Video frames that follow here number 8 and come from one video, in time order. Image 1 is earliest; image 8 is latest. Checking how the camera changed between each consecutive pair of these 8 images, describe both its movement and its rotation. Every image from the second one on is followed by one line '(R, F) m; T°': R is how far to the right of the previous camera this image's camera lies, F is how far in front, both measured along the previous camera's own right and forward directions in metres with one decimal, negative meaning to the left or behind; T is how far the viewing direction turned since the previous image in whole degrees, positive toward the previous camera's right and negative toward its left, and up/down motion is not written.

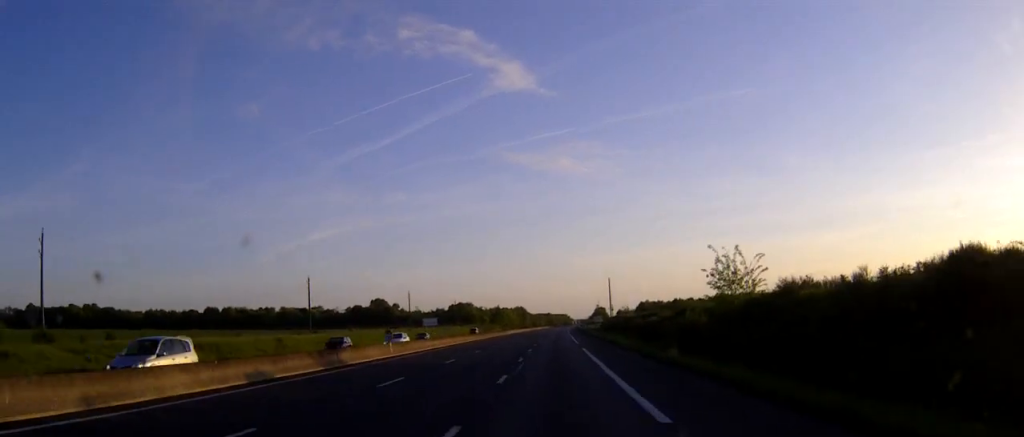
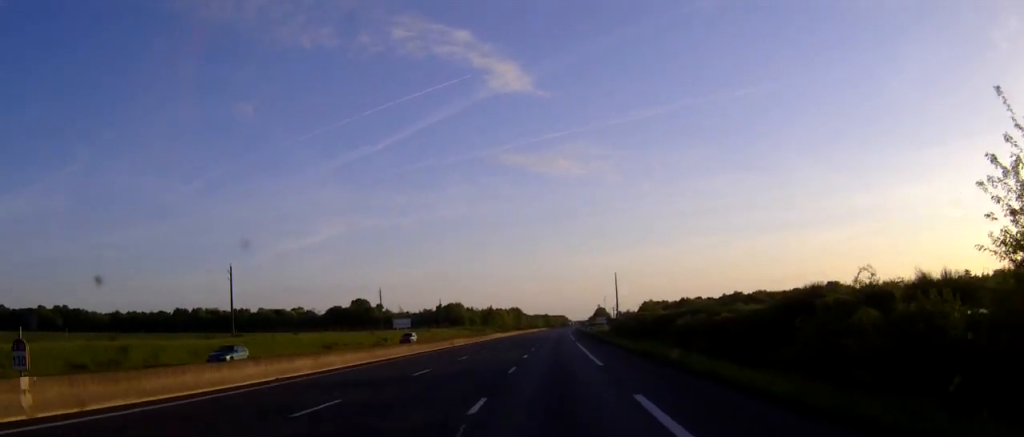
(+0.1, +34.0) m; 0°
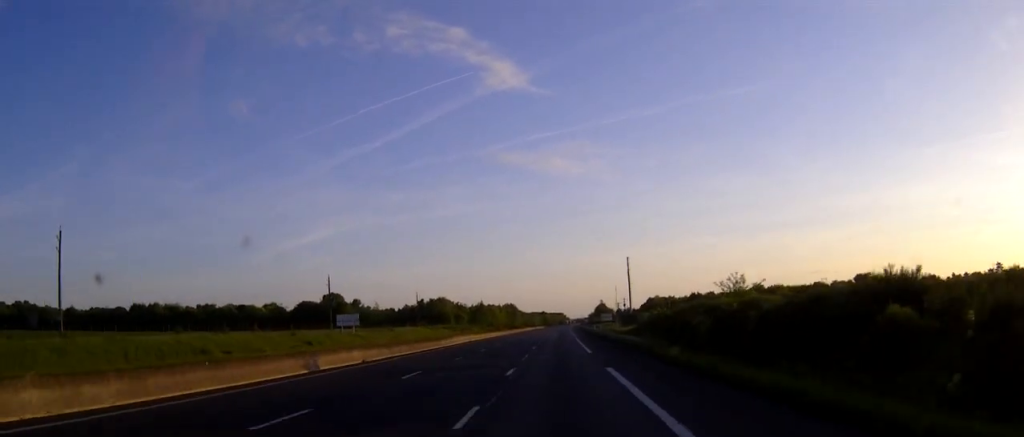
(+0.1, +41.4) m; 0°
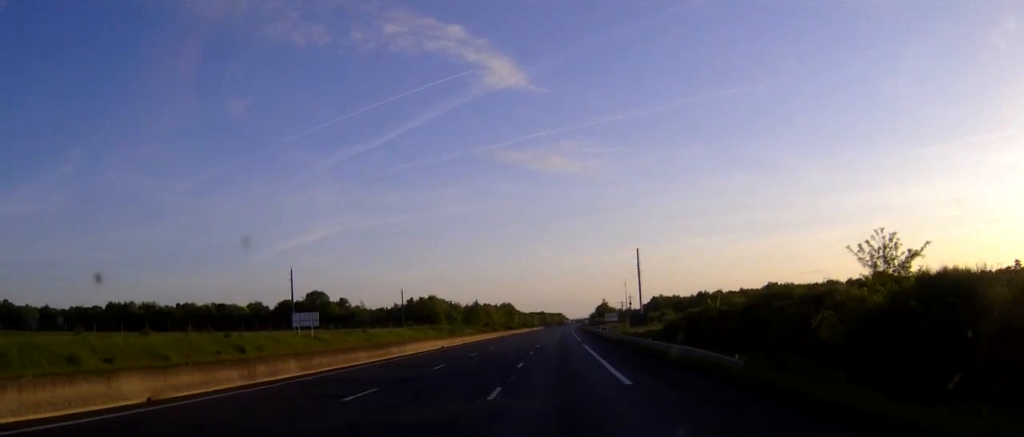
(+0.1, +21.2) m; 0°
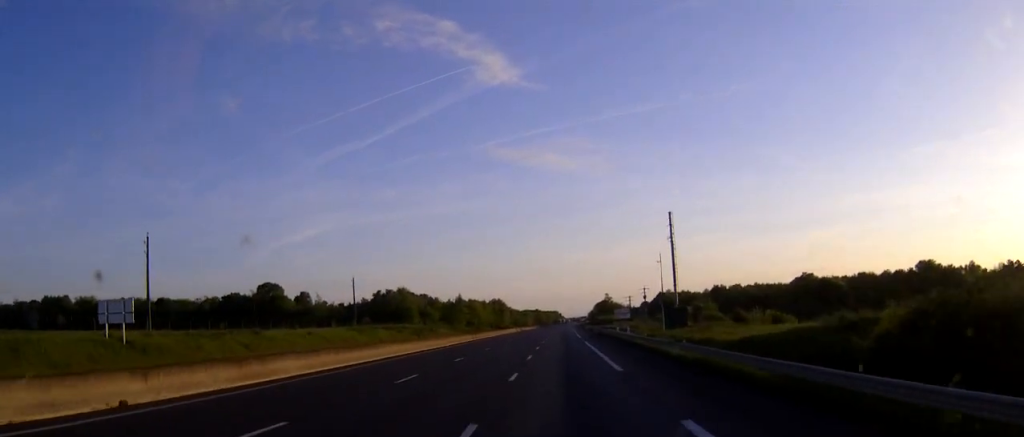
(+0.1, +47.0) m; 0°
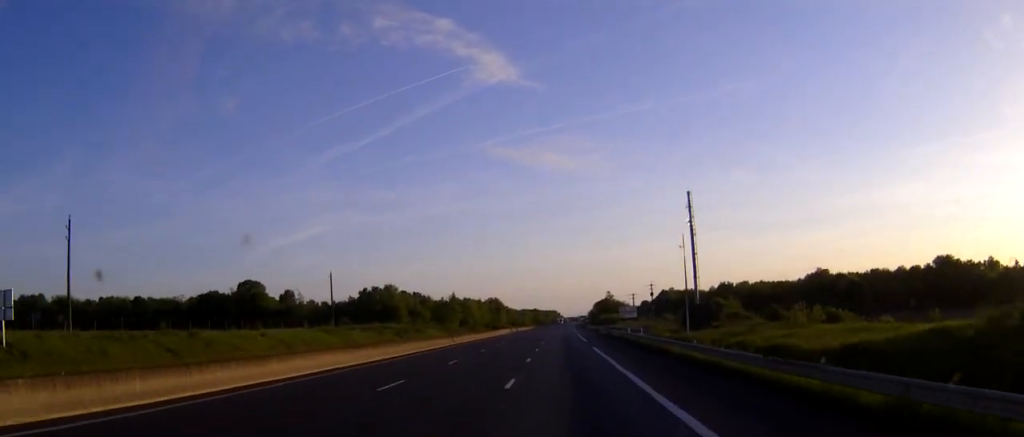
(0.0, +15.7) m; 0°
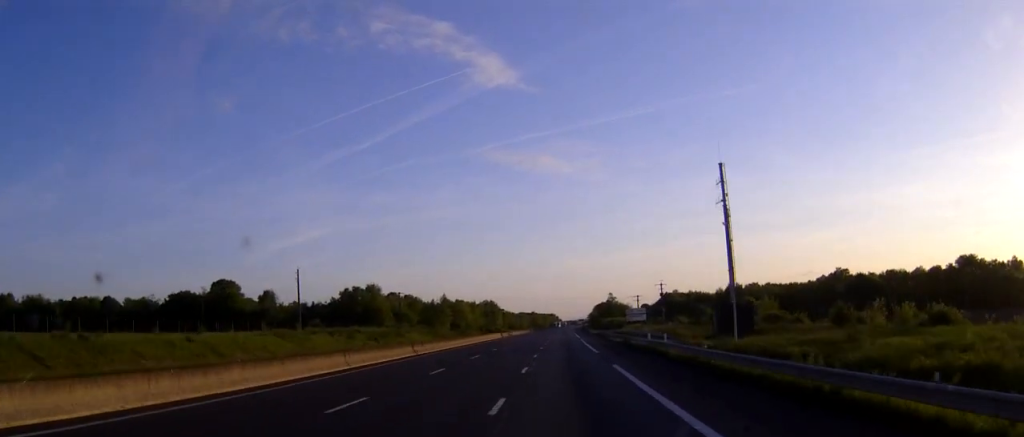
(+0.1, +18.5) m; 0°
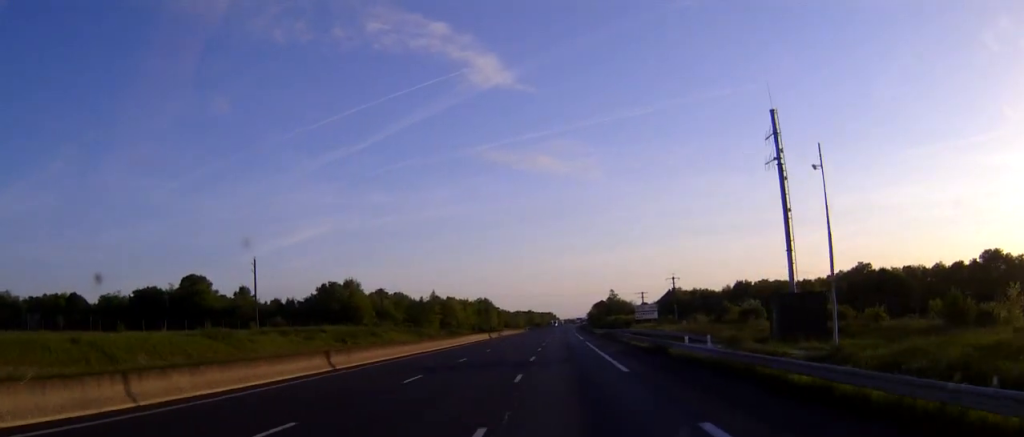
(0.0, +18.4) m; 0°
